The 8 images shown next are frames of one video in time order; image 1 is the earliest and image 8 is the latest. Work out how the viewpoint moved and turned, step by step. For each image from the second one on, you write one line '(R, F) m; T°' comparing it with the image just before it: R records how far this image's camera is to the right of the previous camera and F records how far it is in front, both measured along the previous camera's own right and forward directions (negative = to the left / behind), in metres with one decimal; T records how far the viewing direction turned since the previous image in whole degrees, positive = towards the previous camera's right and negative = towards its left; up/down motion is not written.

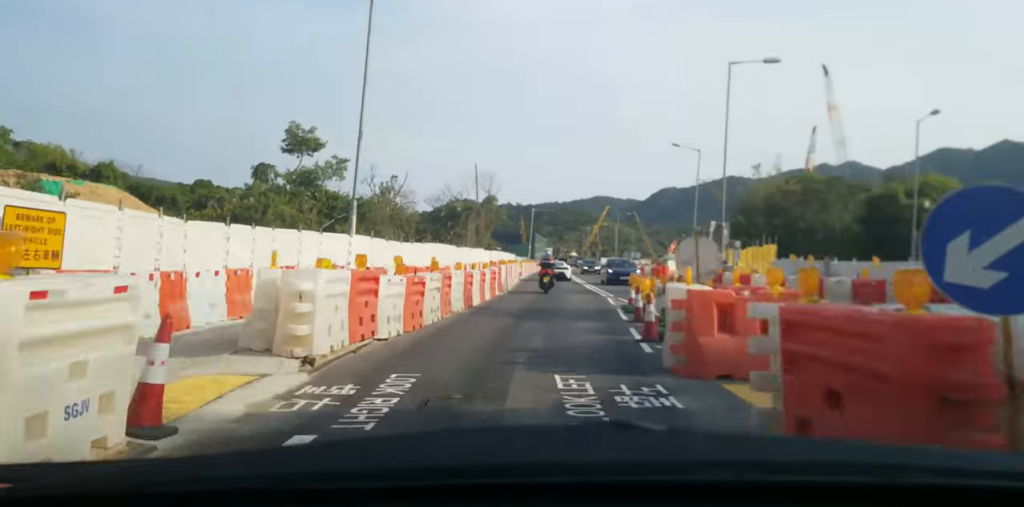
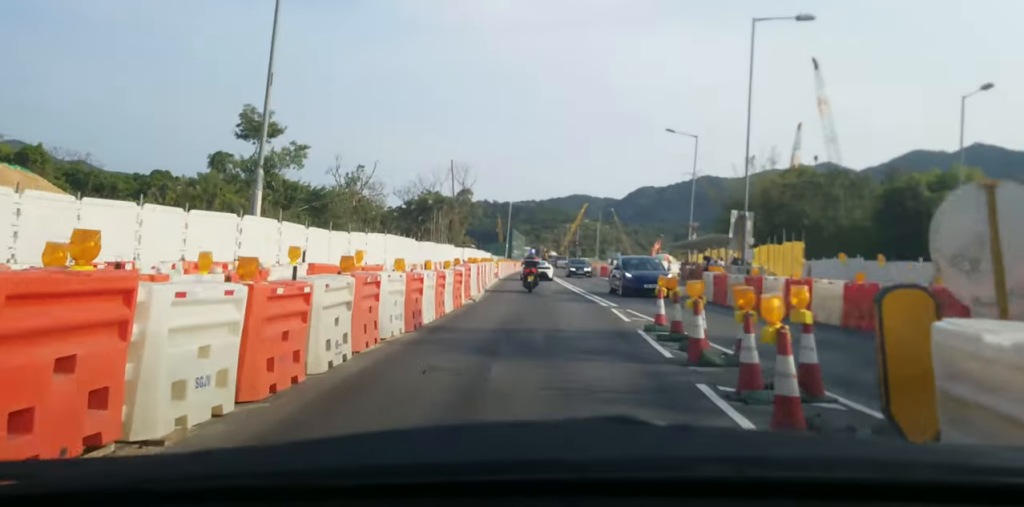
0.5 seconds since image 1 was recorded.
(+0.1, +7.0) m; +1°
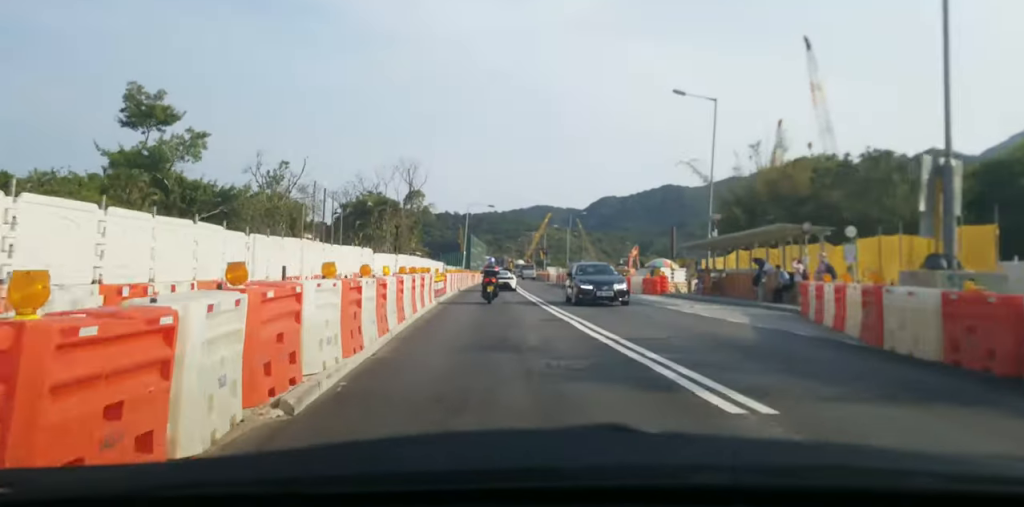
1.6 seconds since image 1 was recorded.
(+0.1, +15.1) m; +2°
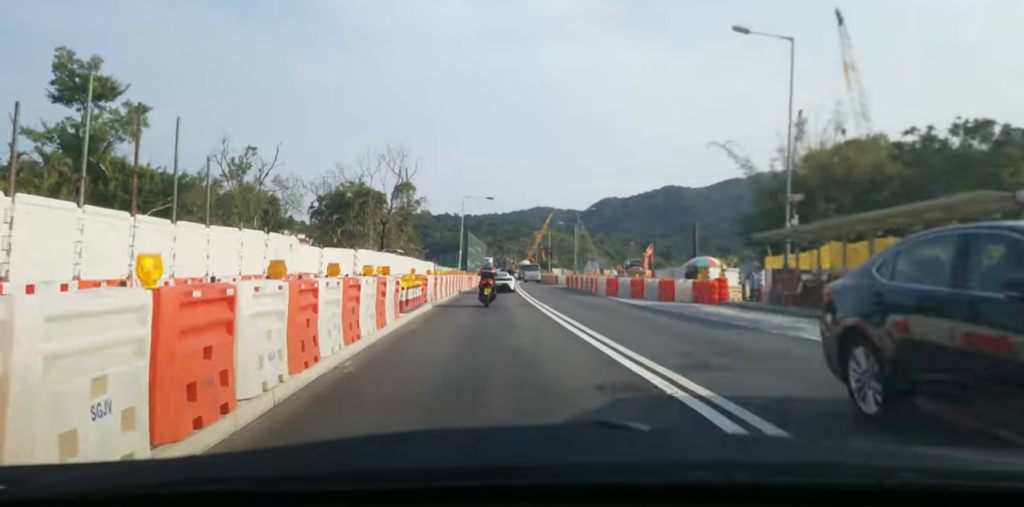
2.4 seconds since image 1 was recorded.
(+0.3, +10.6) m; +2°
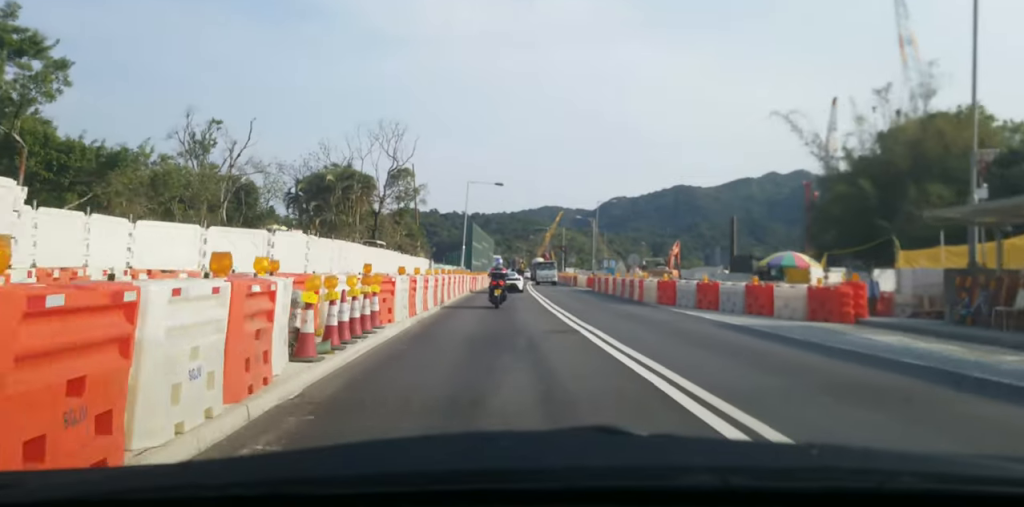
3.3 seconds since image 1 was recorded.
(+0.1, +11.0) m; 0°
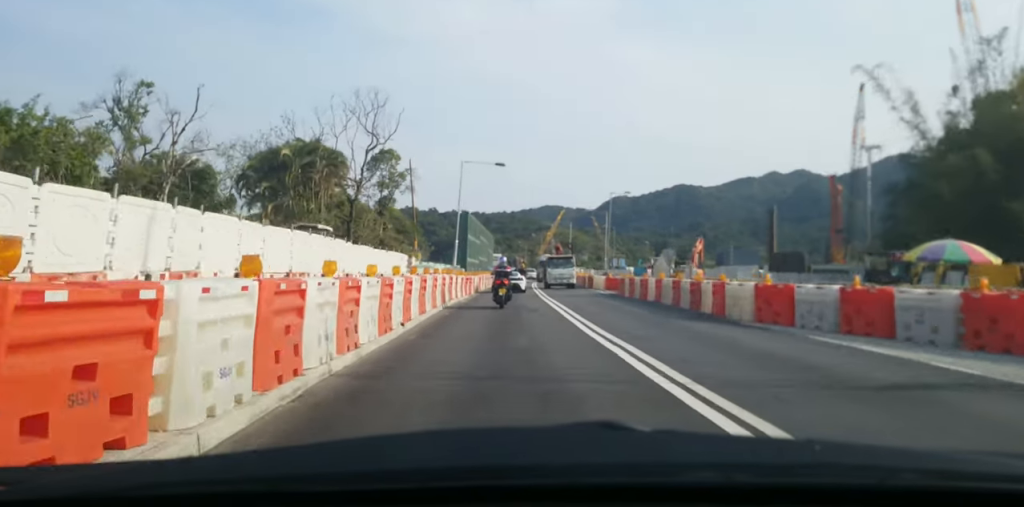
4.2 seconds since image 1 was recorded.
(-0.1, +11.3) m; -1°
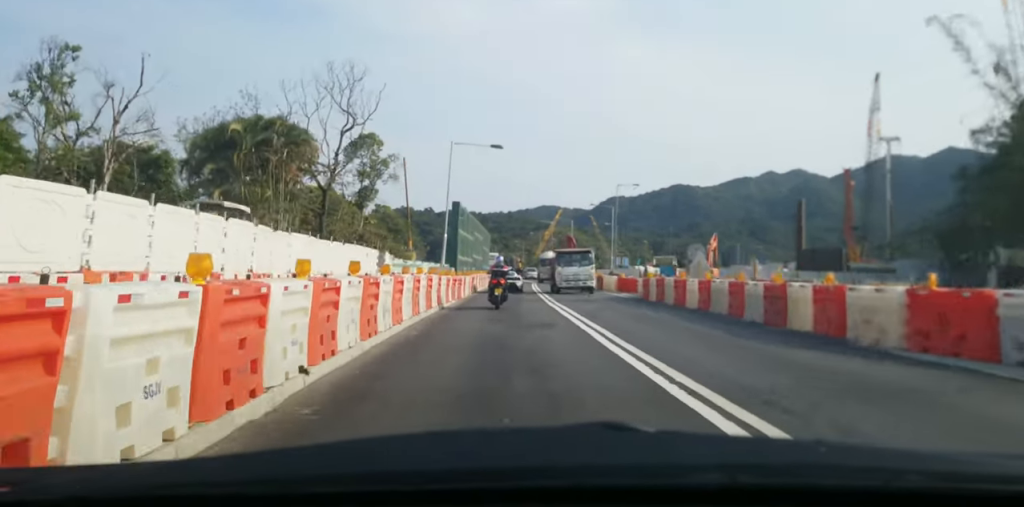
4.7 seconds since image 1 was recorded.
(-0.1, +7.1) m; -1°
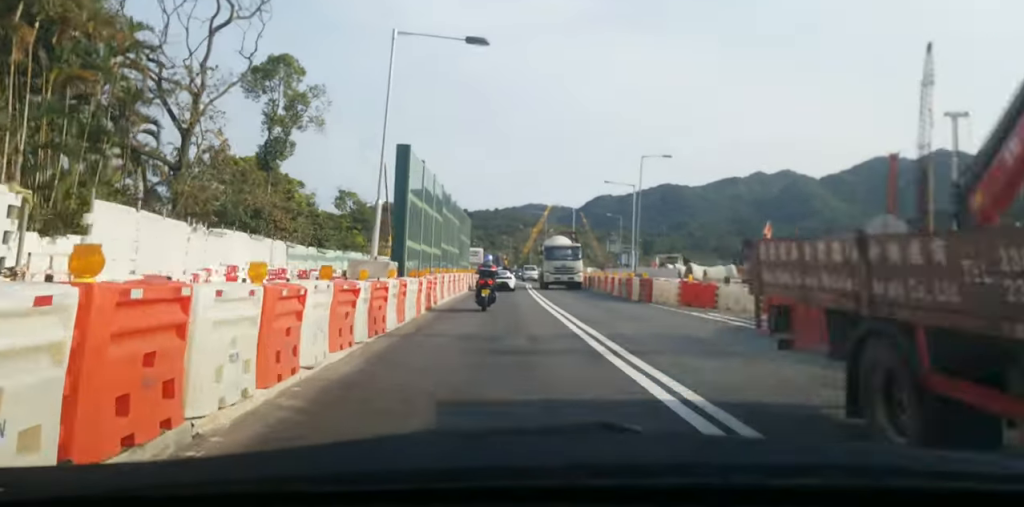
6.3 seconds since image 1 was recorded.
(0.0, +19.6) m; +1°
